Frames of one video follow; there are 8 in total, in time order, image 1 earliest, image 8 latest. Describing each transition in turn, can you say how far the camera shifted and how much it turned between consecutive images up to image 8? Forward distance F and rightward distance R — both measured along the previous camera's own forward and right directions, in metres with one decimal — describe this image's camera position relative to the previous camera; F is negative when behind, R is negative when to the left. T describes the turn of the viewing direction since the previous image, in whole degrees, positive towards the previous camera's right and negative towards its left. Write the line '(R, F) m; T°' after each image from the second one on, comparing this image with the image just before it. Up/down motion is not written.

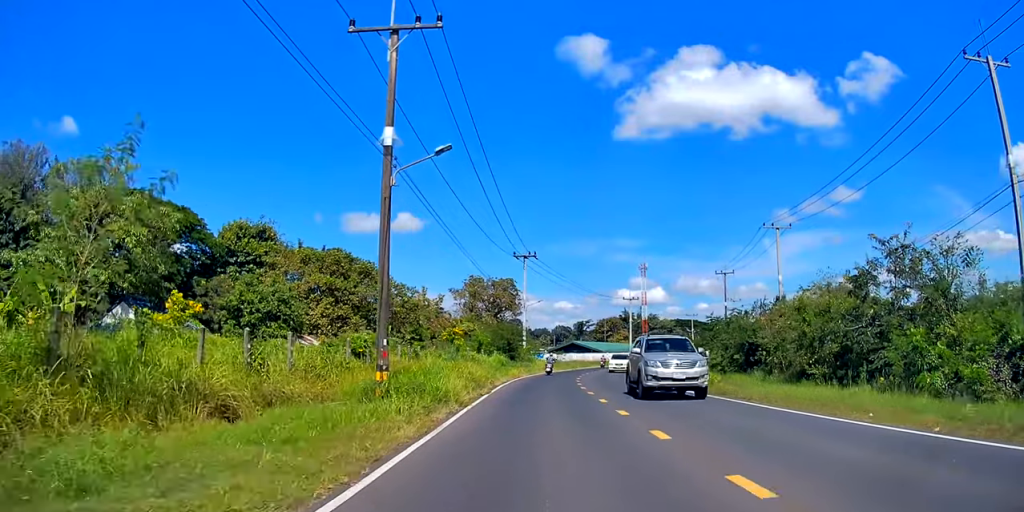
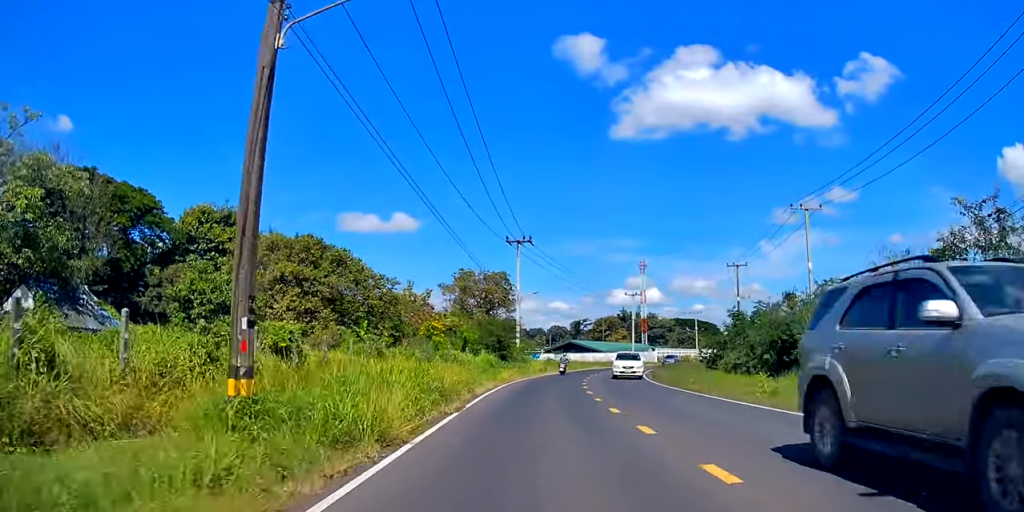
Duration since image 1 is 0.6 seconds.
(+0.1, +7.3) m; +1°
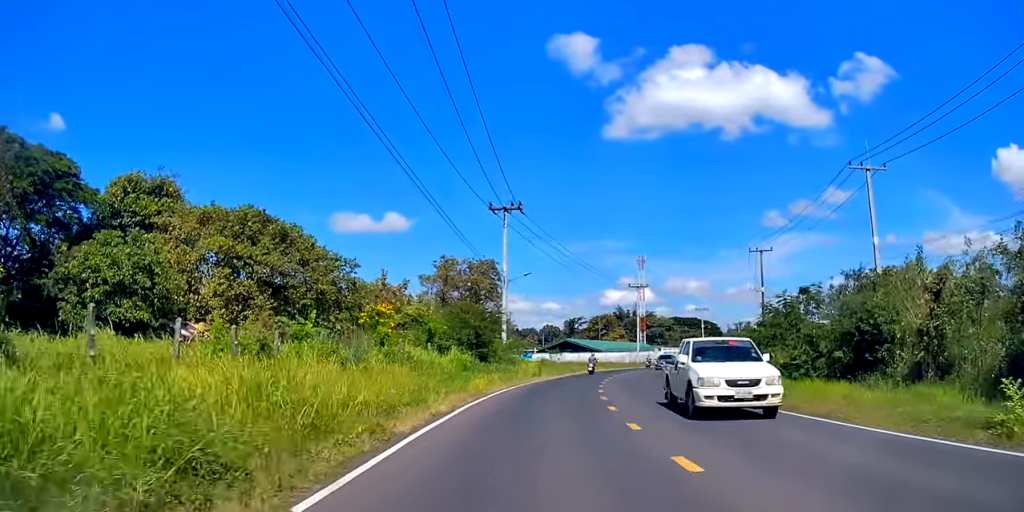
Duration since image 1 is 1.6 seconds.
(+0.4, +11.3) m; +4°
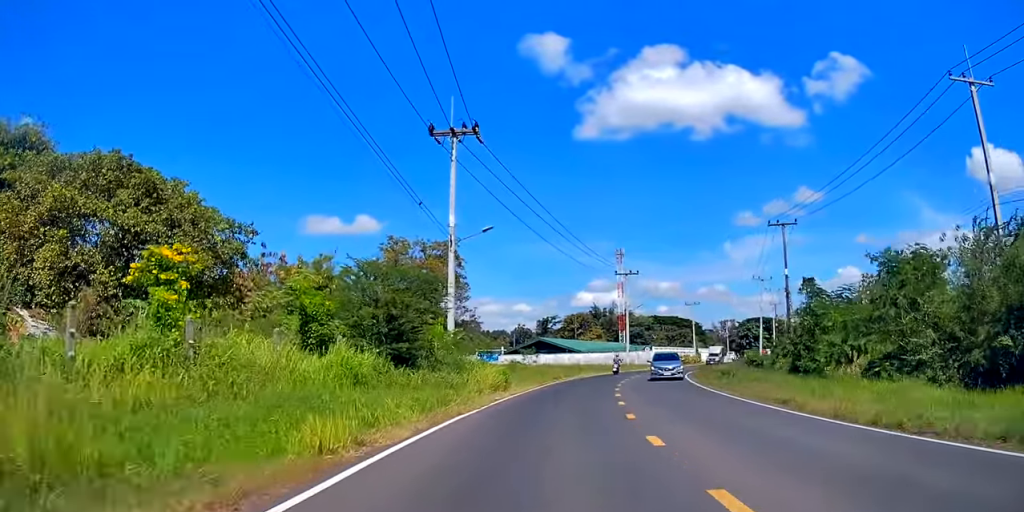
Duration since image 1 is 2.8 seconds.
(+0.6, +13.8) m; +3°
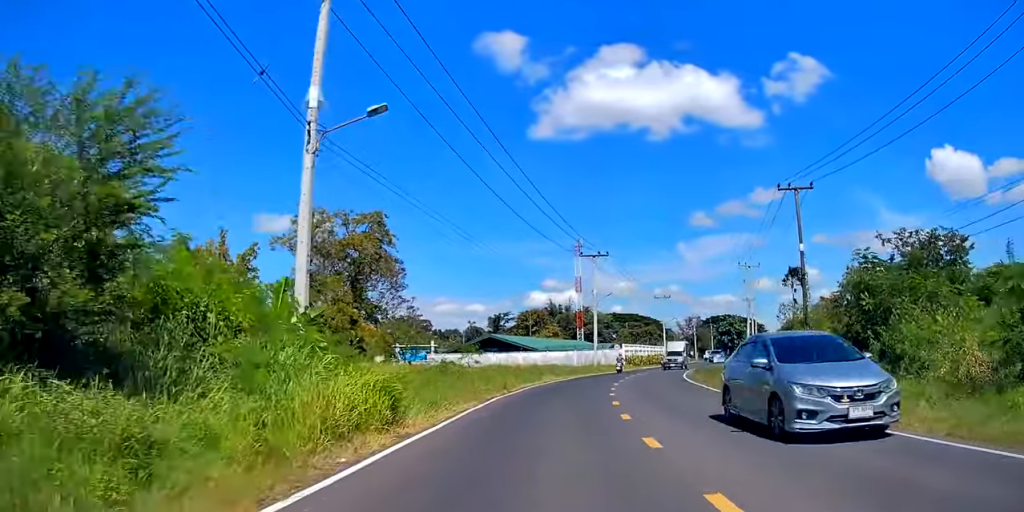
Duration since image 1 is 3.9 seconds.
(0.0, +12.5) m; +1°
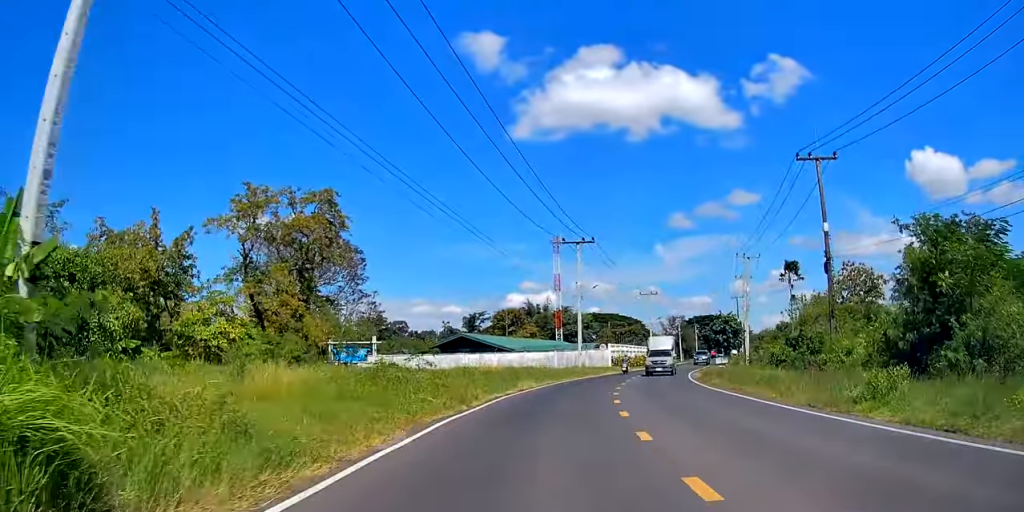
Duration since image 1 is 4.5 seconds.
(-0.1, +7.0) m; +1°
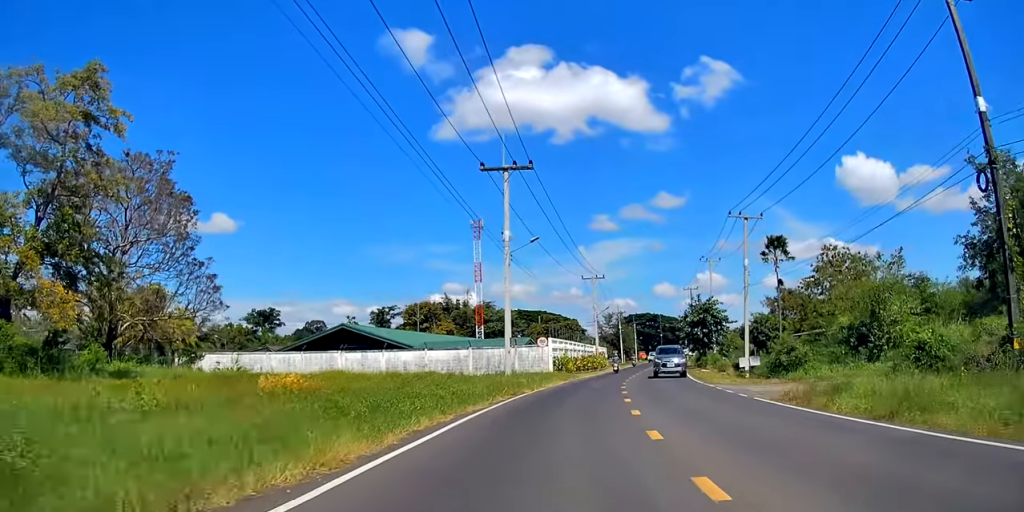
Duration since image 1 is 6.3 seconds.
(+0.7, +20.2) m; +5°
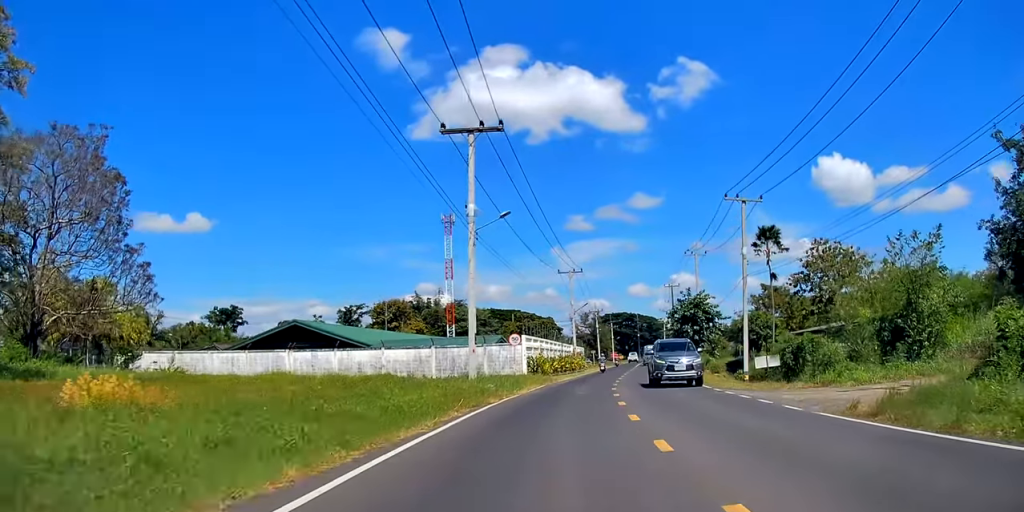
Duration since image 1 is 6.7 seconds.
(+0.4, +5.3) m; +3°
